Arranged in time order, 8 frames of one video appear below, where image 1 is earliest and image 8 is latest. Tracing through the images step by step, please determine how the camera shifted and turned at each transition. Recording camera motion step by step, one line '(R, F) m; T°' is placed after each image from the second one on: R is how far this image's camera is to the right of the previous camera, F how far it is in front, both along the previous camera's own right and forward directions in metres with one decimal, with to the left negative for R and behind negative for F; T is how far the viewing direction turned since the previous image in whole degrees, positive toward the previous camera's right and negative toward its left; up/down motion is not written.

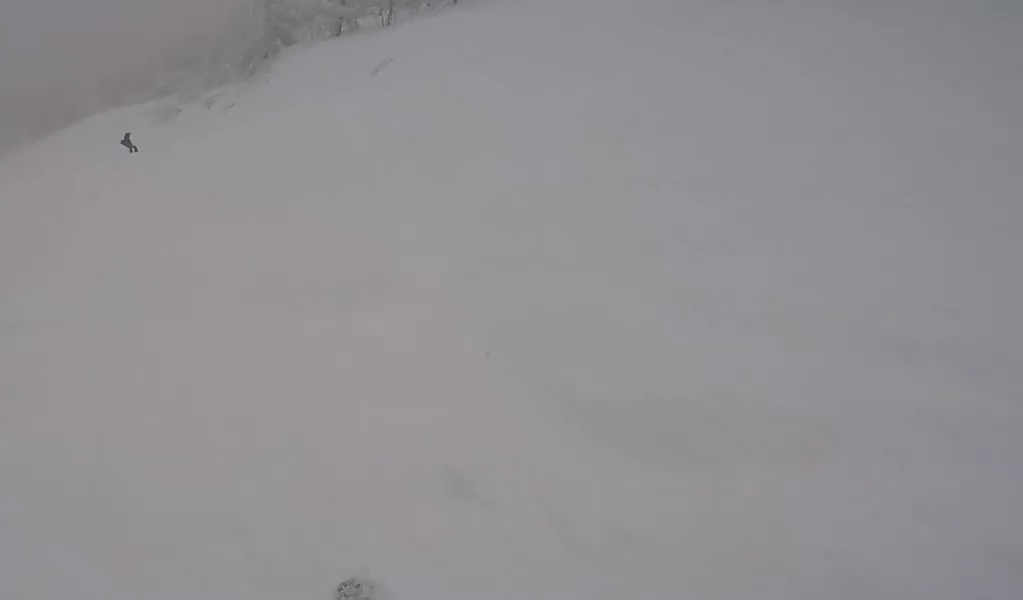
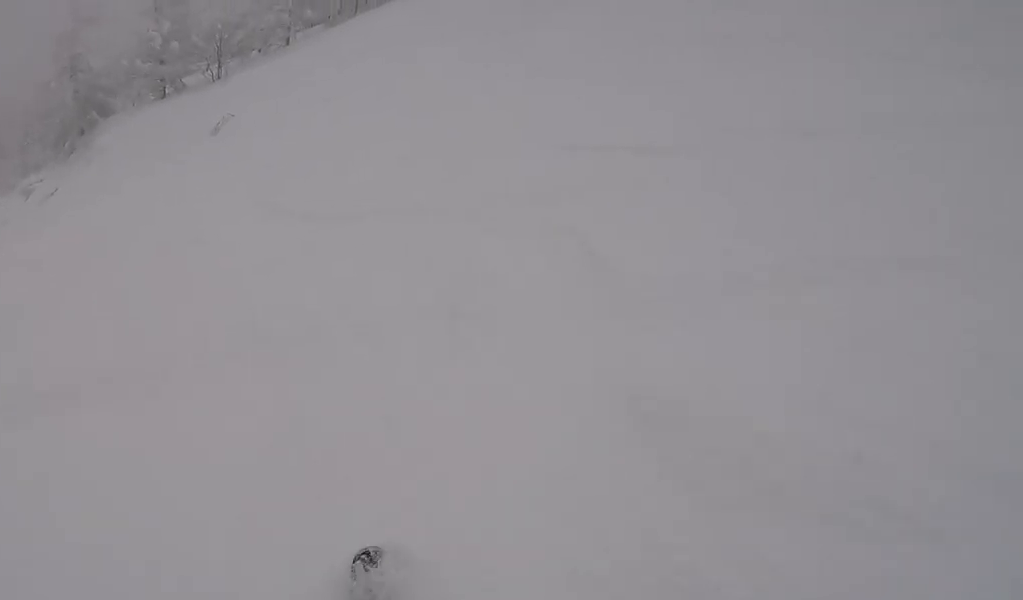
(+0.2, +1.8) m; +7°
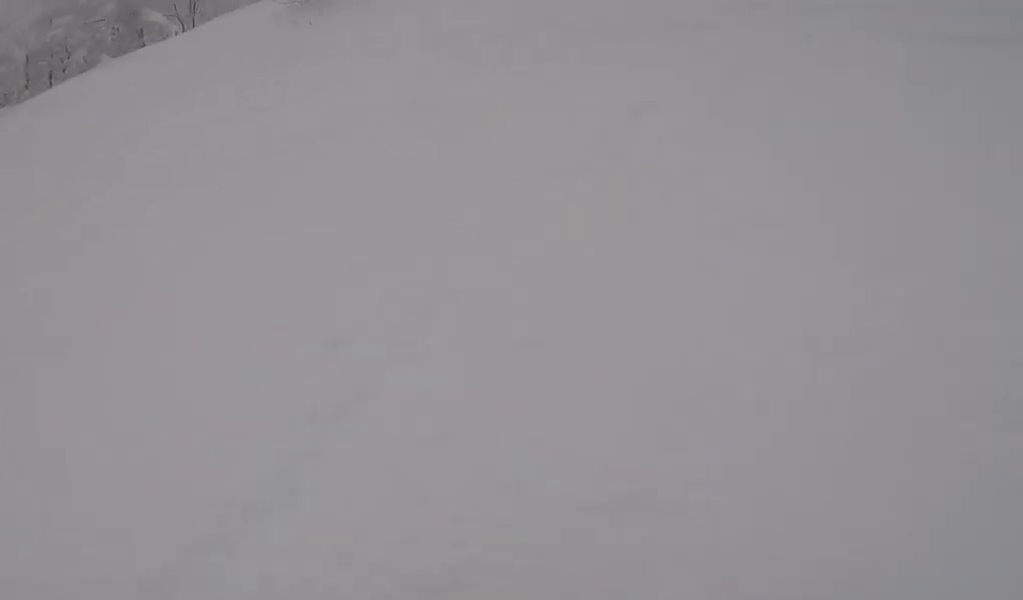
(+0.4, +4.6) m; +4°
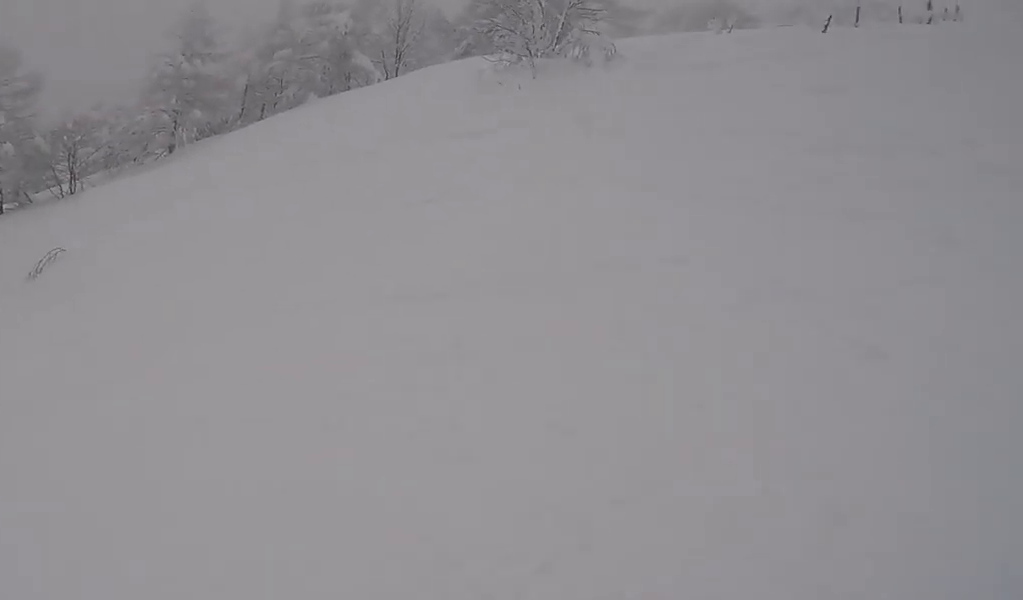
(-0.1, +3.1) m; -9°
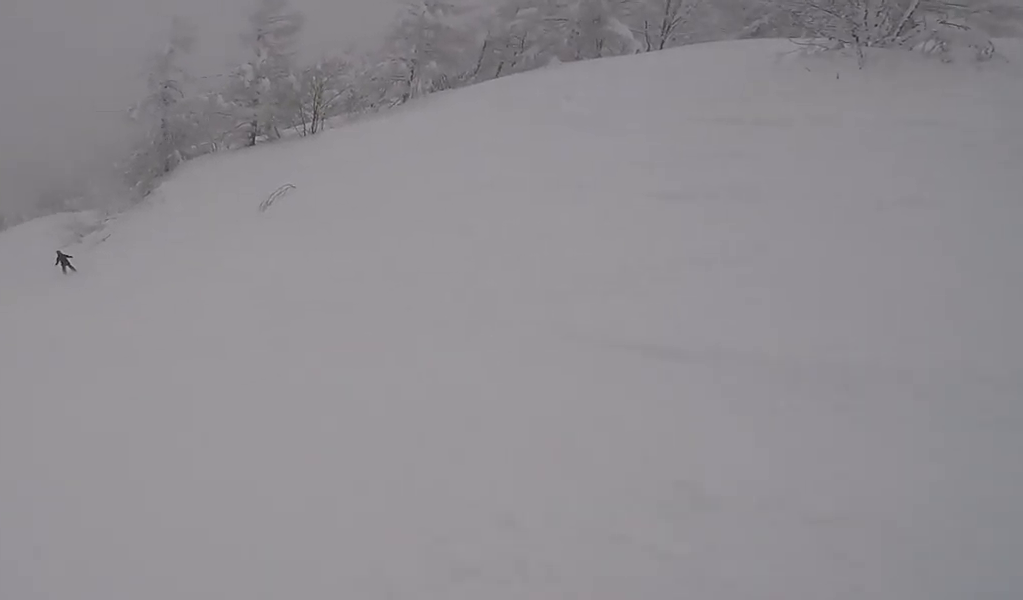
(0.0, +1.3) m; -7°
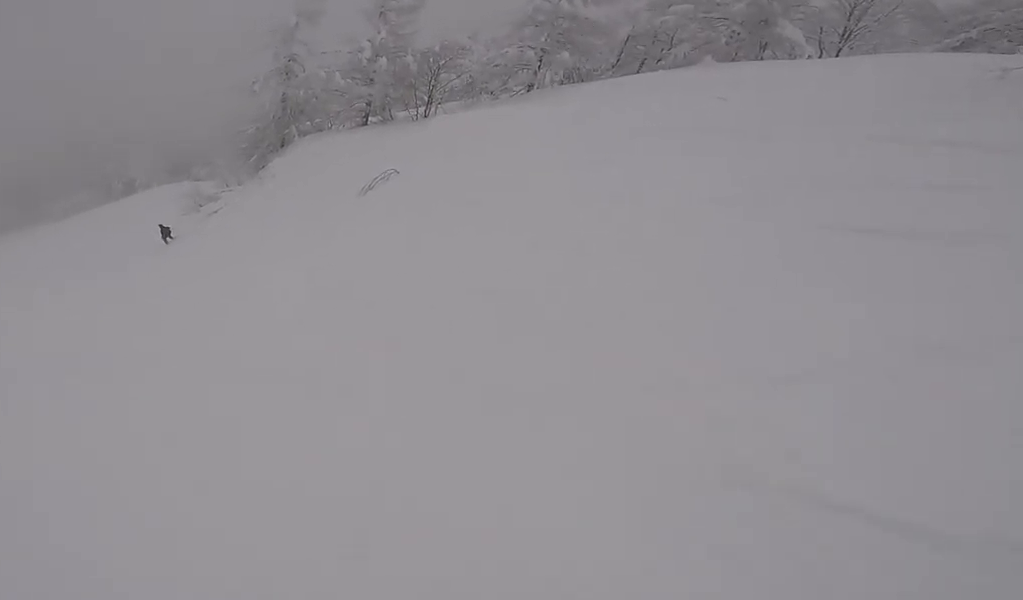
(-0.1, +1.4) m; -13°
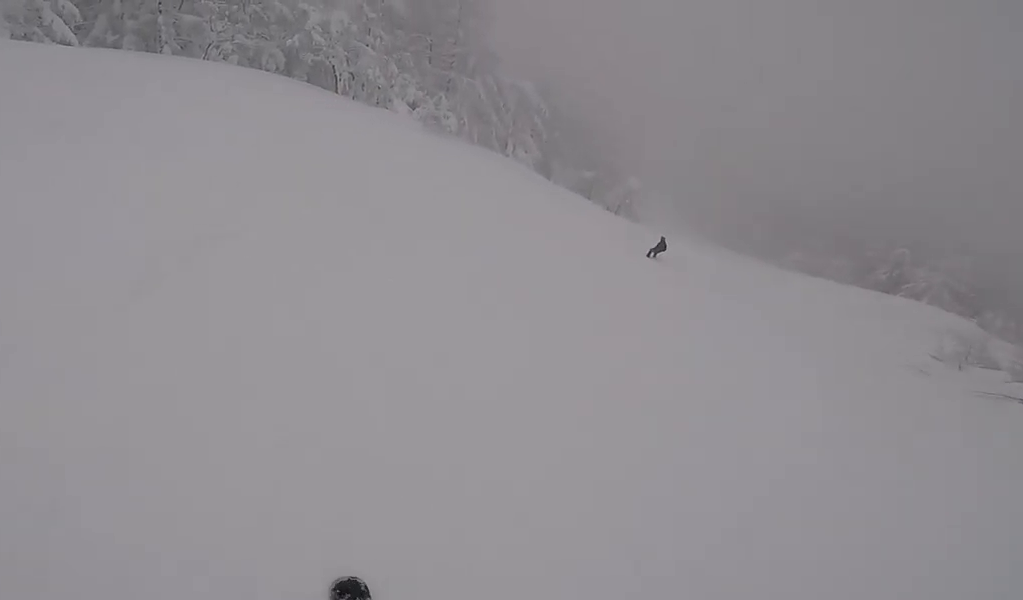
(-3.8, +6.2) m; -58°
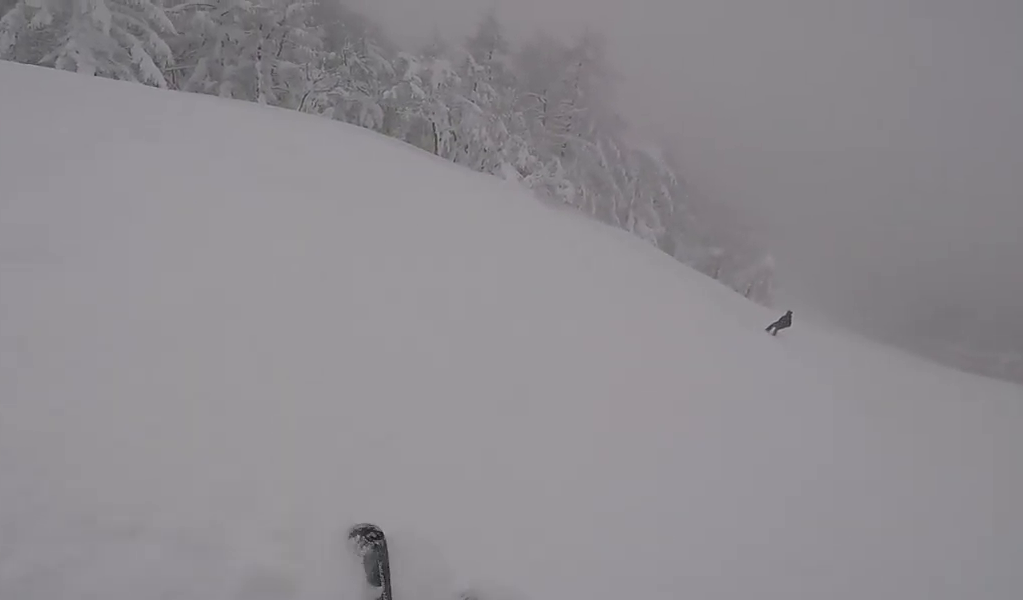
(-0.4, +2.3) m; -9°
